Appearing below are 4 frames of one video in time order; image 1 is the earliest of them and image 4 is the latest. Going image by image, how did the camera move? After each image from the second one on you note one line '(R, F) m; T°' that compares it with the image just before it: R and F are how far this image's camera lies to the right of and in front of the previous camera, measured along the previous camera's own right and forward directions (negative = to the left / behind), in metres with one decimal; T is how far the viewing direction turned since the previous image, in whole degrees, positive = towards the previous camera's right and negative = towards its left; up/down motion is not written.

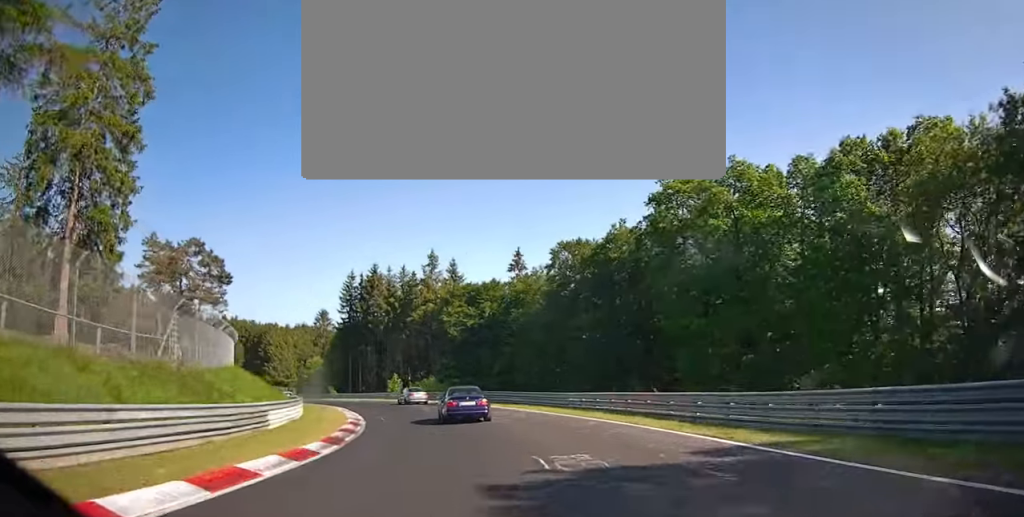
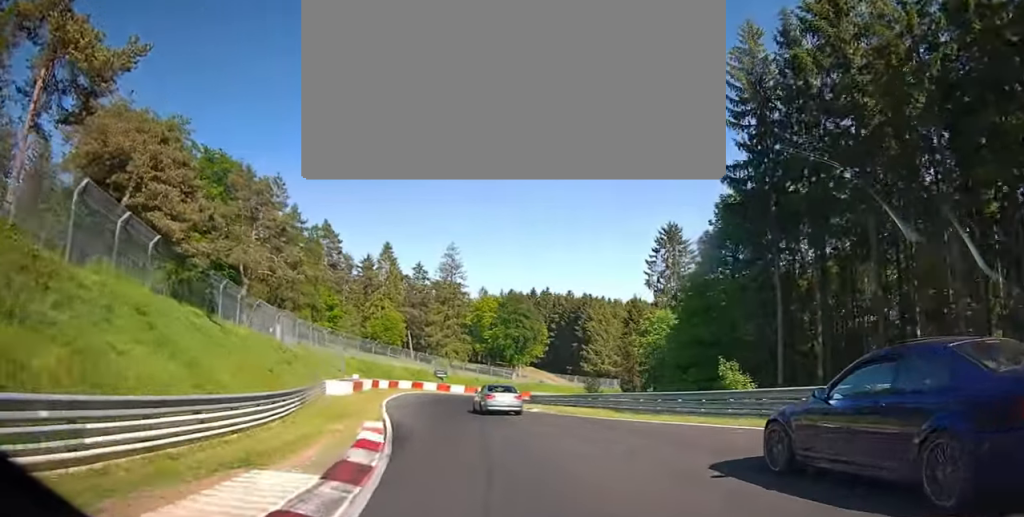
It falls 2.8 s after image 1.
(-27.0, +70.5) m; -39°
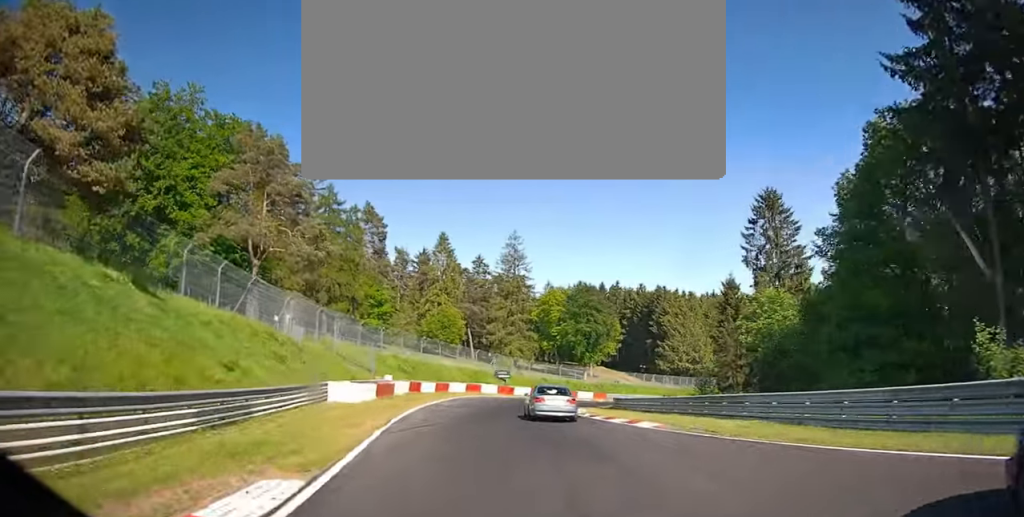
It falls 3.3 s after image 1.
(-1.1, +12.7) m; -2°
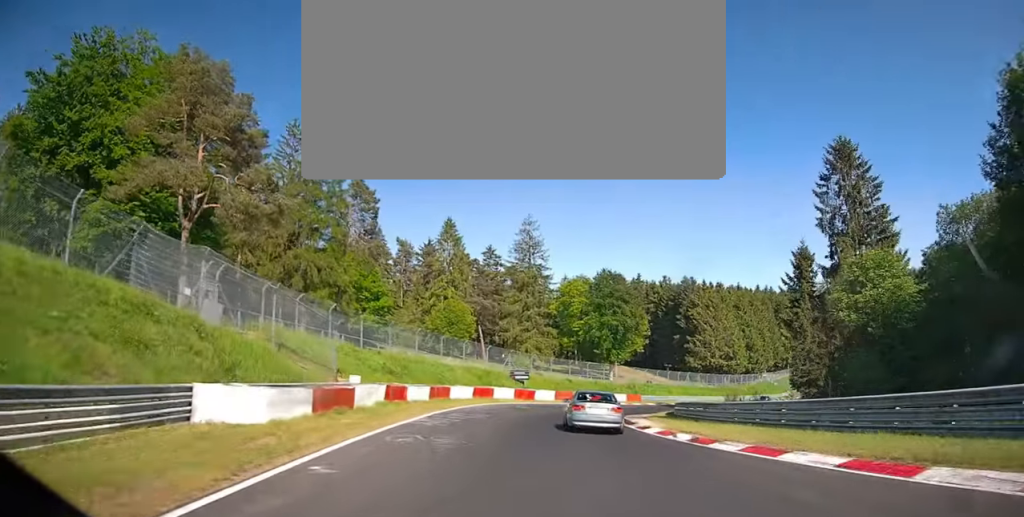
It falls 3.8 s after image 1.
(-0.4, +14.7) m; 0°
